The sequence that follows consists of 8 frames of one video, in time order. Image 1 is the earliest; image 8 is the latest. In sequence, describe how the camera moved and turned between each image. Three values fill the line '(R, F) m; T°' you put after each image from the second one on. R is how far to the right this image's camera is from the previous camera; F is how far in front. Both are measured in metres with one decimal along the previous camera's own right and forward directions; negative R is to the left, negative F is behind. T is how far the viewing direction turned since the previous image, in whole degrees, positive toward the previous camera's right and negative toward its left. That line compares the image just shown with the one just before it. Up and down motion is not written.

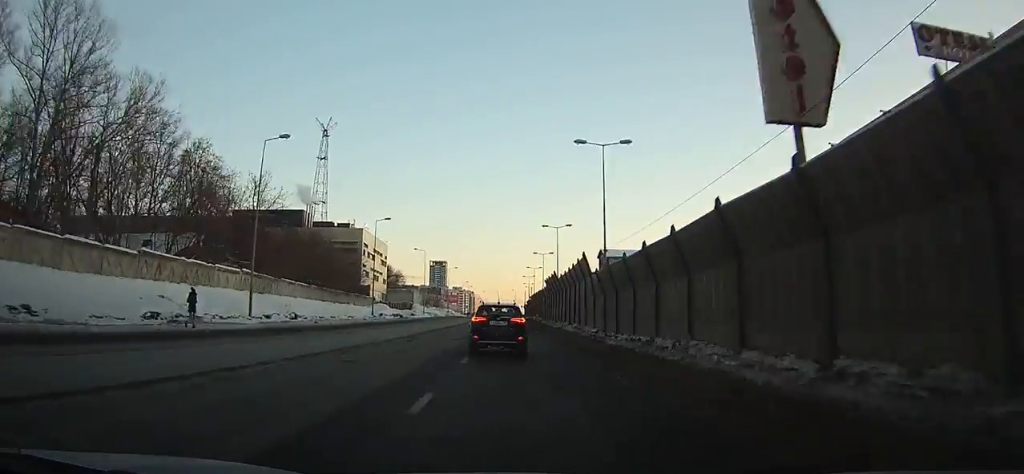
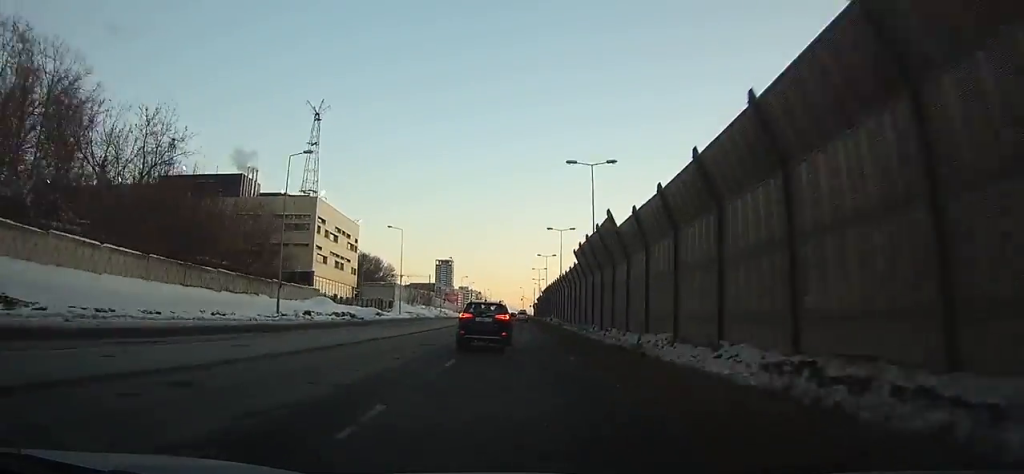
(+0.1, +26.8) m; 0°
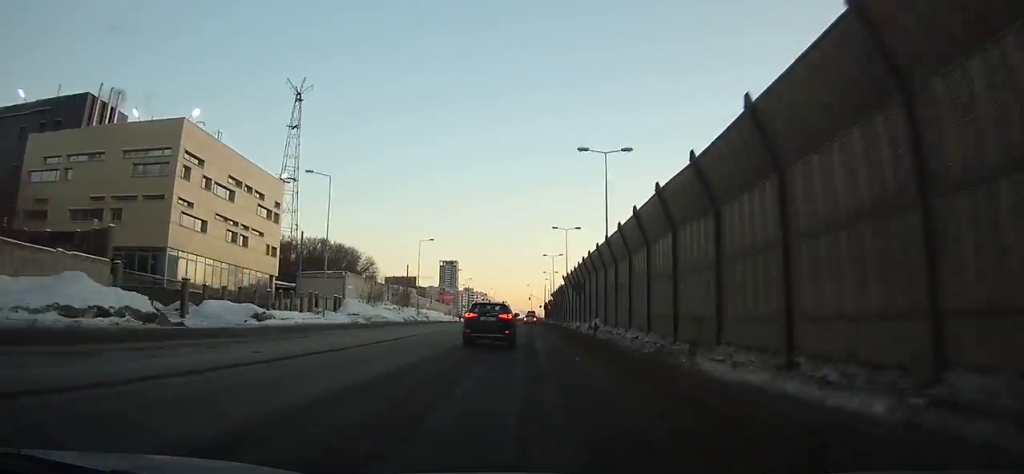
(0.0, +31.3) m; 0°
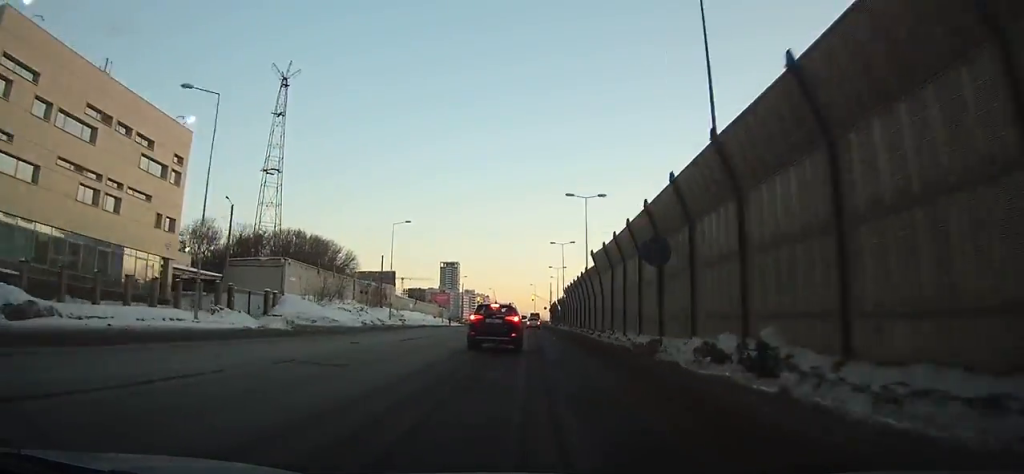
(0.0, +17.1) m; 0°
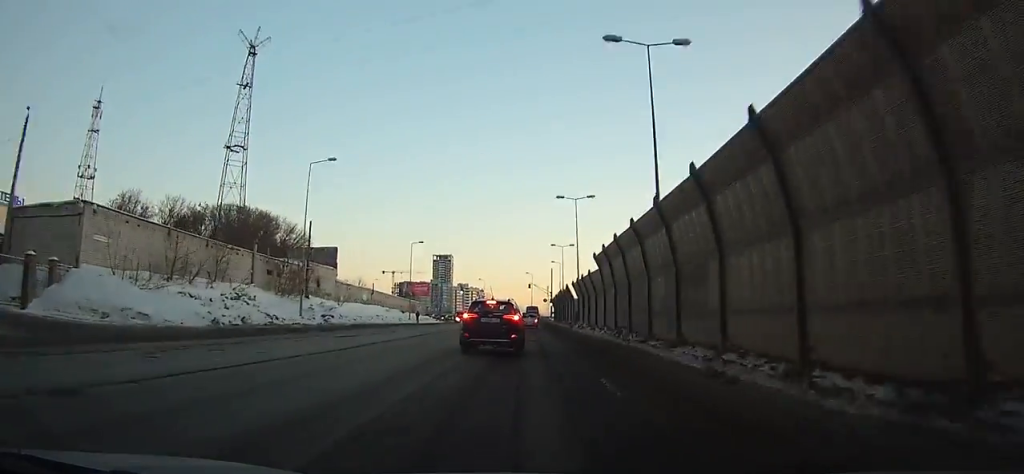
(0.0, +22.9) m; 0°
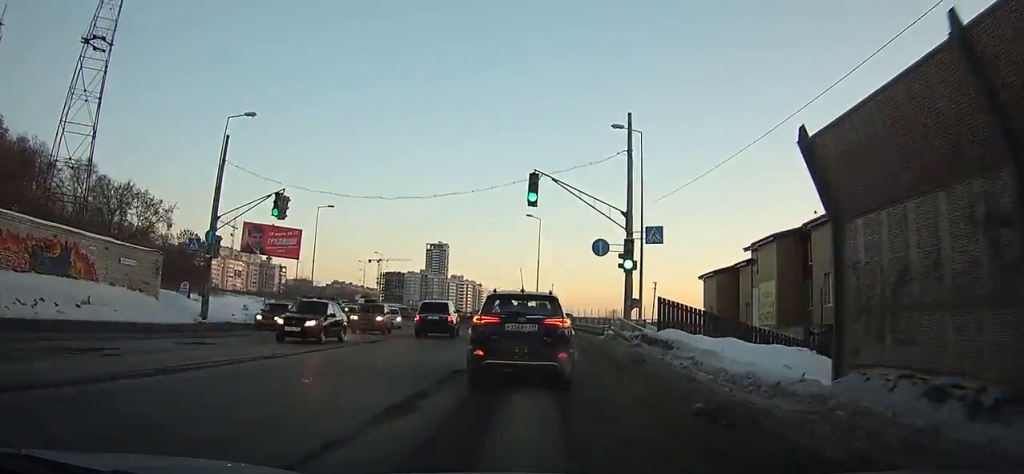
(+0.3, +86.3) m; -2°
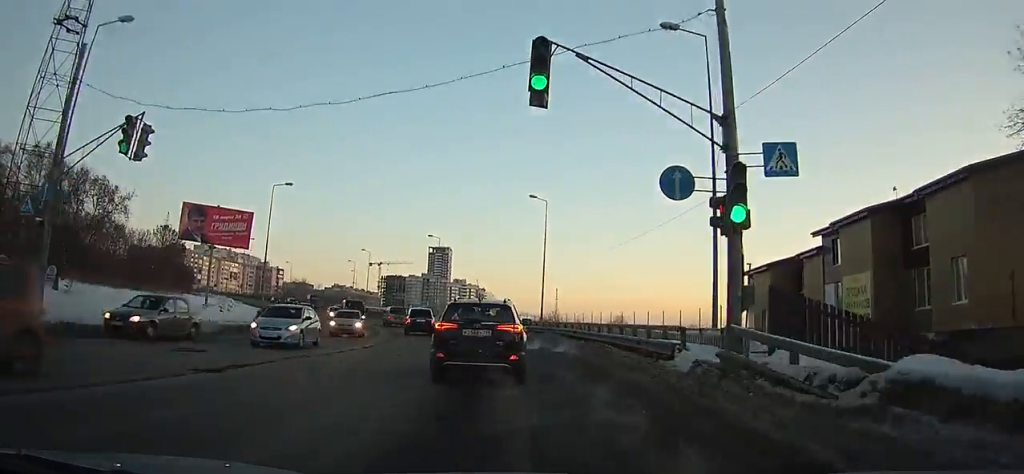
(-0.1, +13.6) m; -3°
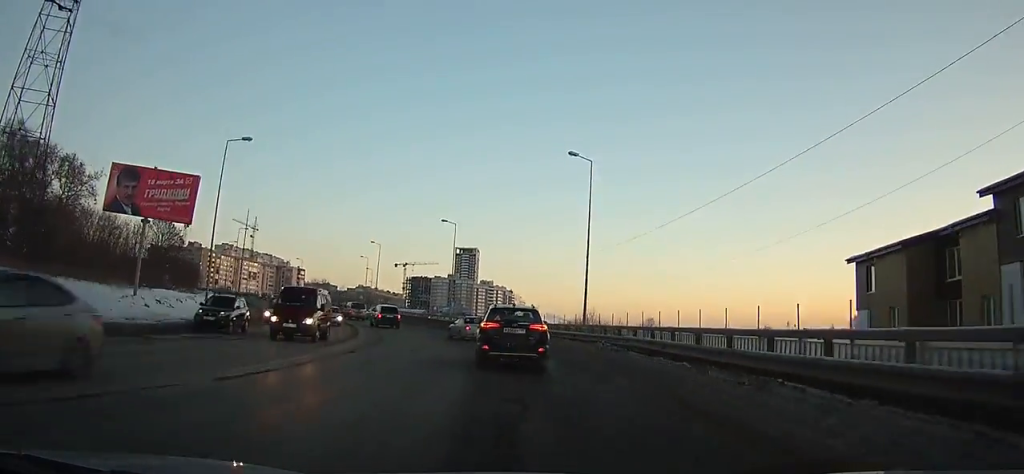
(-0.1, +13.8) m; -4°
